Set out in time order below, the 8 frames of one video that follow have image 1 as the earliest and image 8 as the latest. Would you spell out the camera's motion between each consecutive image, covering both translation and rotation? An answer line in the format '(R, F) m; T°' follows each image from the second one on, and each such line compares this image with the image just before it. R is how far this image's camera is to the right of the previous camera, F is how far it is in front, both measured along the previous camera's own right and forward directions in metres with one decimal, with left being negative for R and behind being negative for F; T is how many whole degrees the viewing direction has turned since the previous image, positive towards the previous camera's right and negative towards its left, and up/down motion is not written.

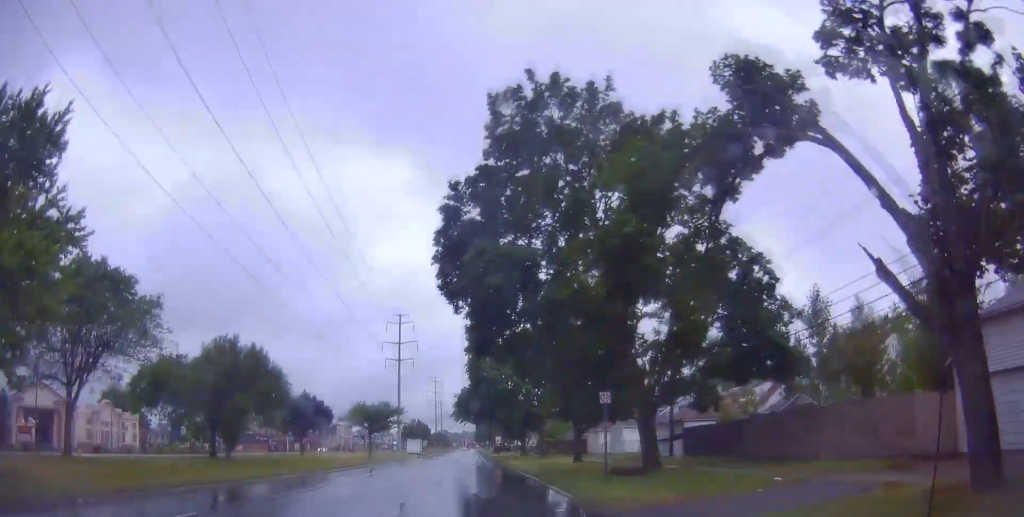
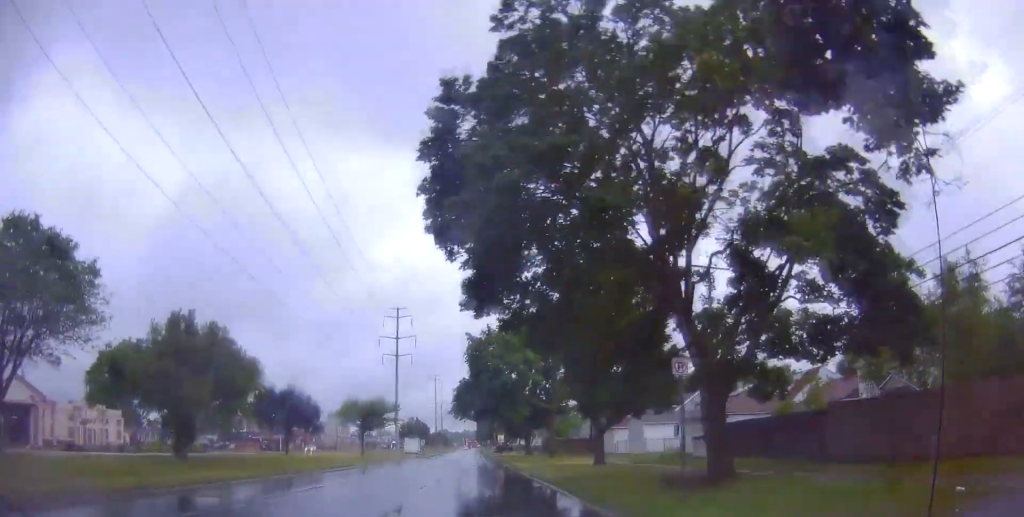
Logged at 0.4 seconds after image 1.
(0.0, +6.2) m; -1°
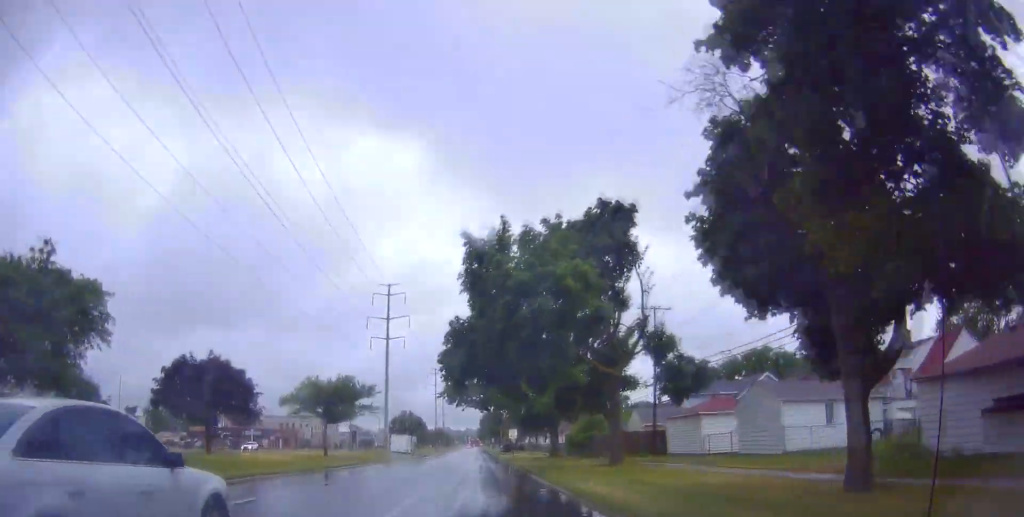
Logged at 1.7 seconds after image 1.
(-0.4, +20.7) m; -1°
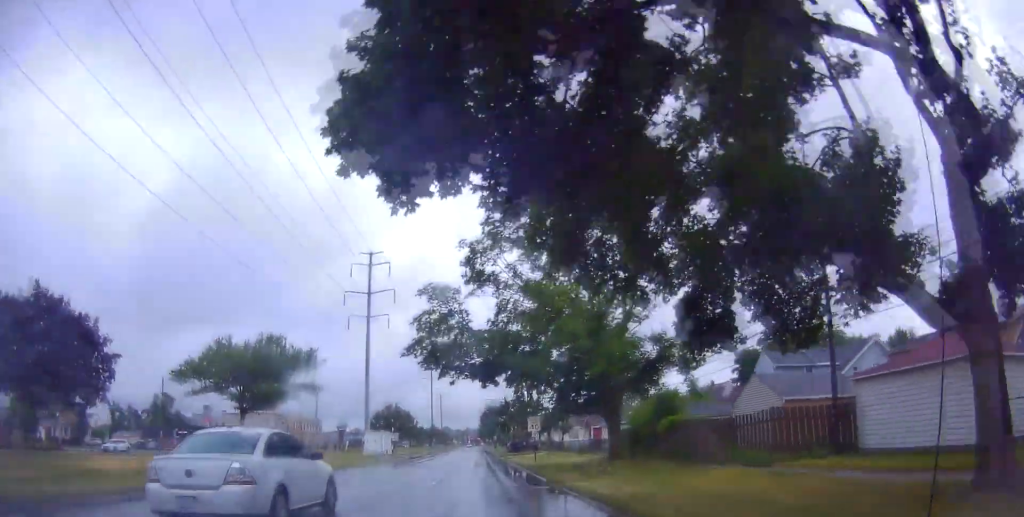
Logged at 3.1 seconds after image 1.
(+0.4, +21.2) m; +1°
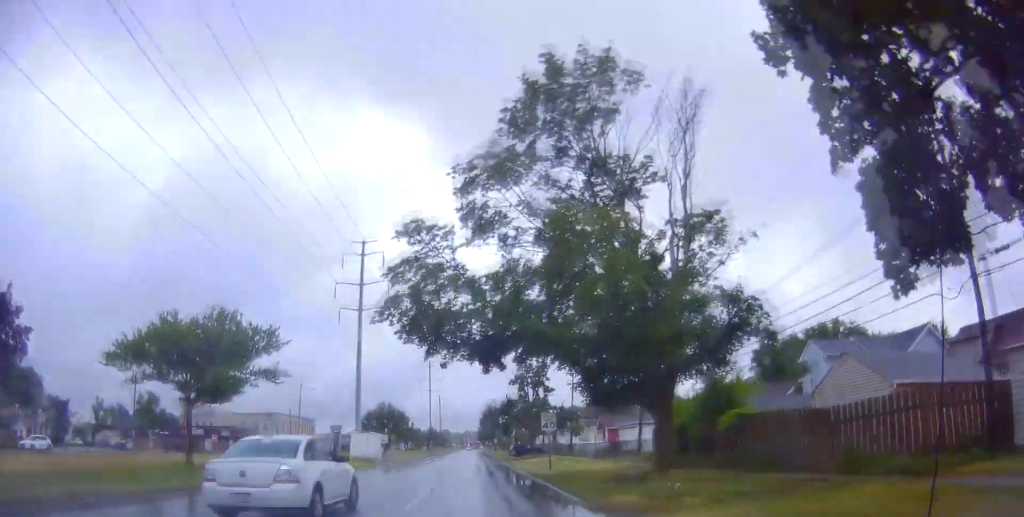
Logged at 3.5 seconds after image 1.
(+0.1, +7.7) m; -1°
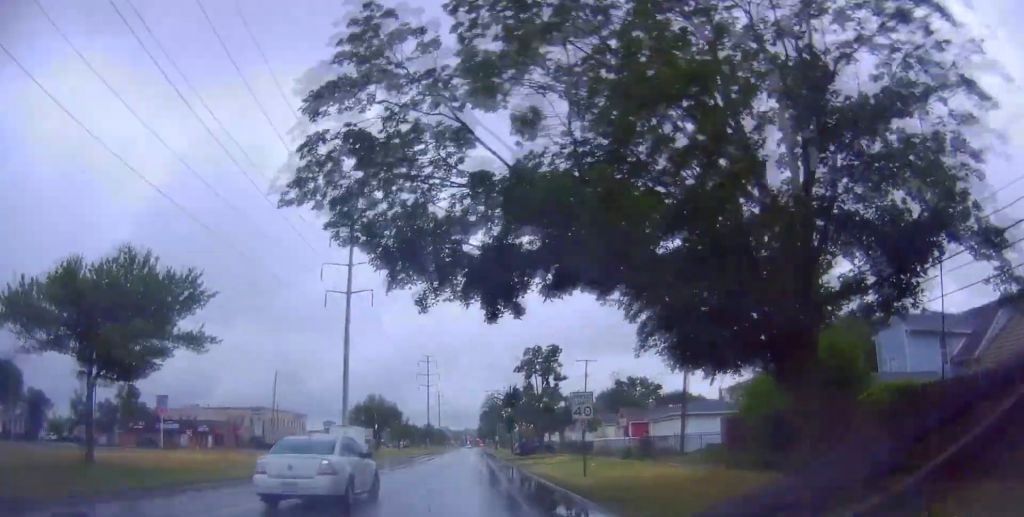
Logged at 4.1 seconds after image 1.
(0.0, +9.3) m; -1°
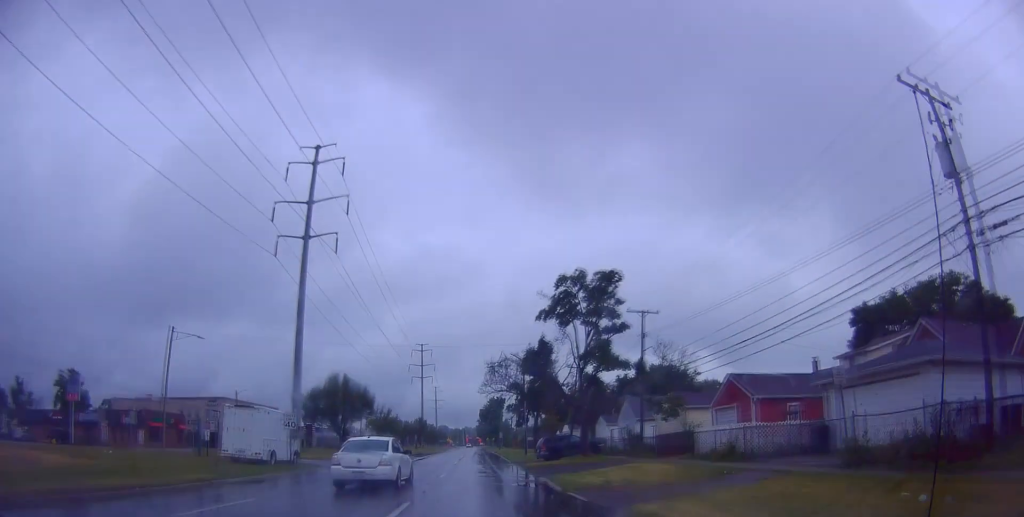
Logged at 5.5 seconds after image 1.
(-0.2, +23.0) m; +2°
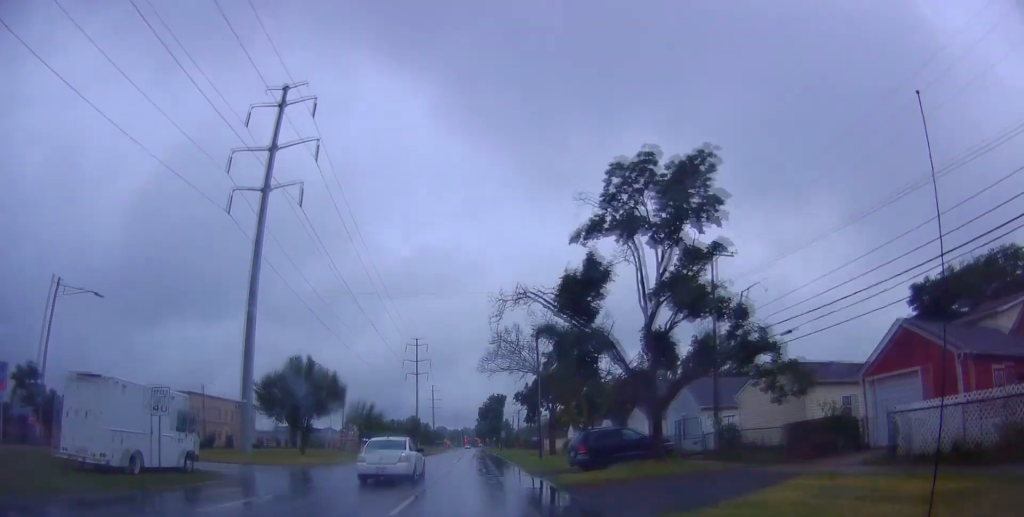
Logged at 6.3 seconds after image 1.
(+0.3, +14.0) m; +1°
